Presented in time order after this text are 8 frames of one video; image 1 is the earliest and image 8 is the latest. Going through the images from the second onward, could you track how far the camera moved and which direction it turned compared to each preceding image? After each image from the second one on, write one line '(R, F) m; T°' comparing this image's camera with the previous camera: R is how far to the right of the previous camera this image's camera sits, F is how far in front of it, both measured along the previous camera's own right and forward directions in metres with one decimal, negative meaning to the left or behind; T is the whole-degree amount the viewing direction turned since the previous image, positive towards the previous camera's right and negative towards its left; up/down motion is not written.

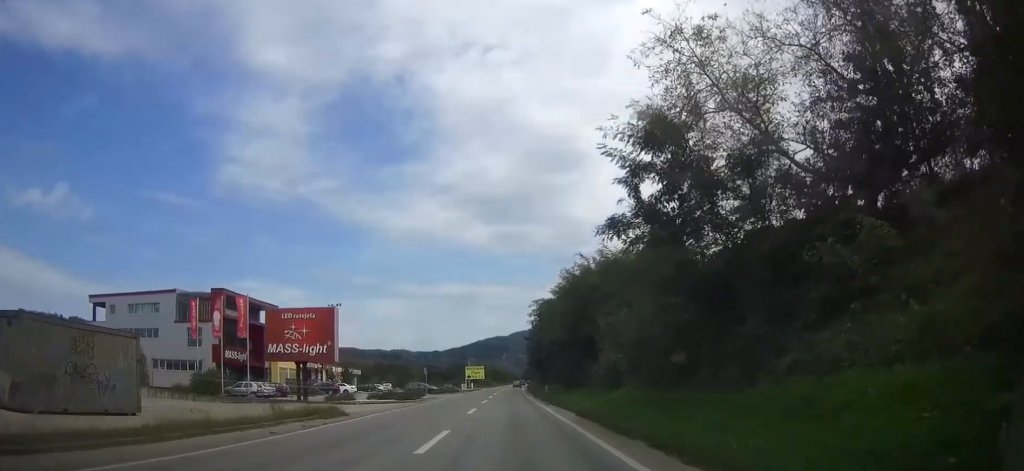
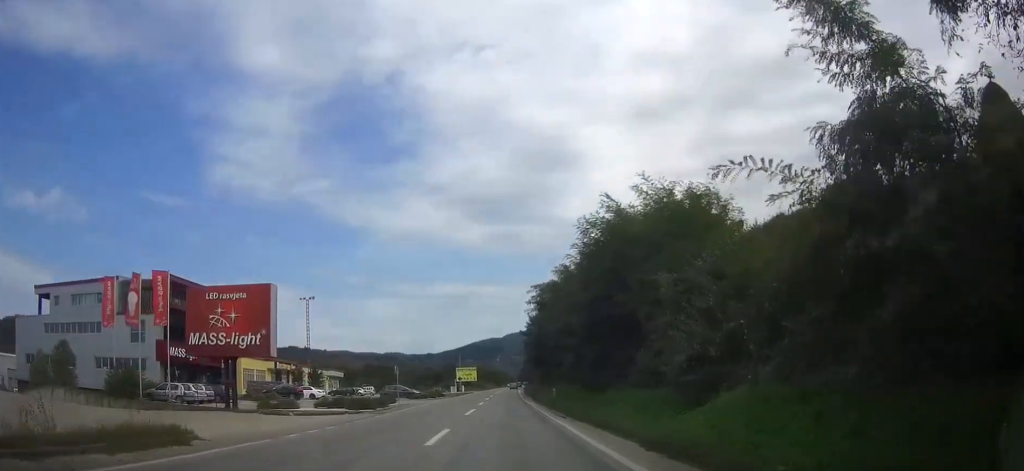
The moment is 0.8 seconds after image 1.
(-0.1, +12.4) m; 0°
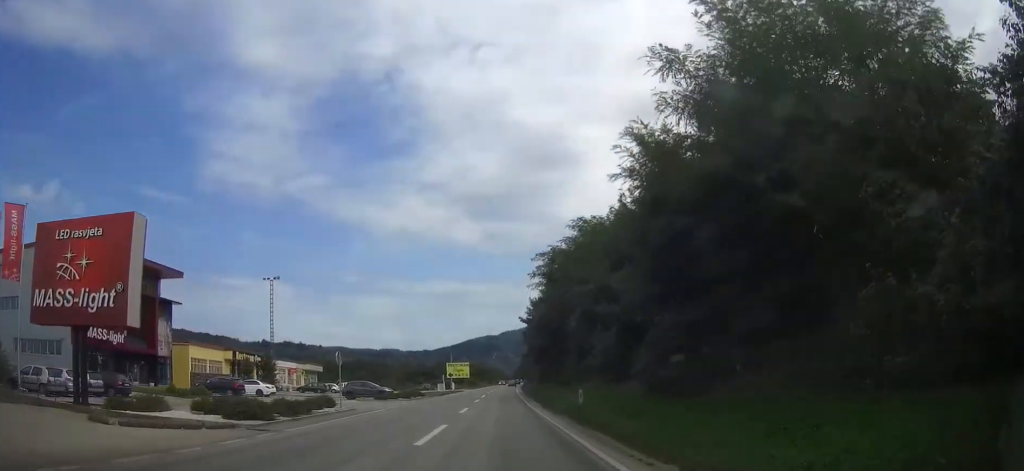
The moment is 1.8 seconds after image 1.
(+0.1, +13.8) m; +1°
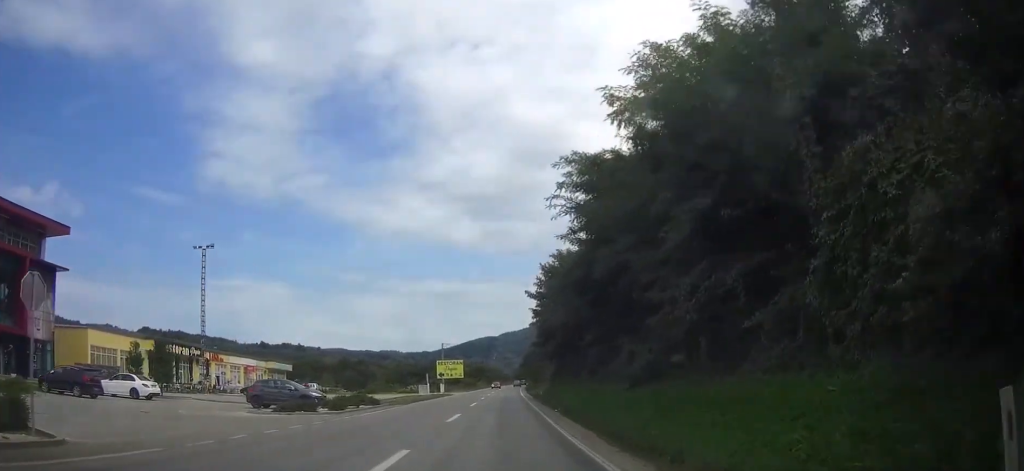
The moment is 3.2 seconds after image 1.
(+0.1, +17.9) m; 0°
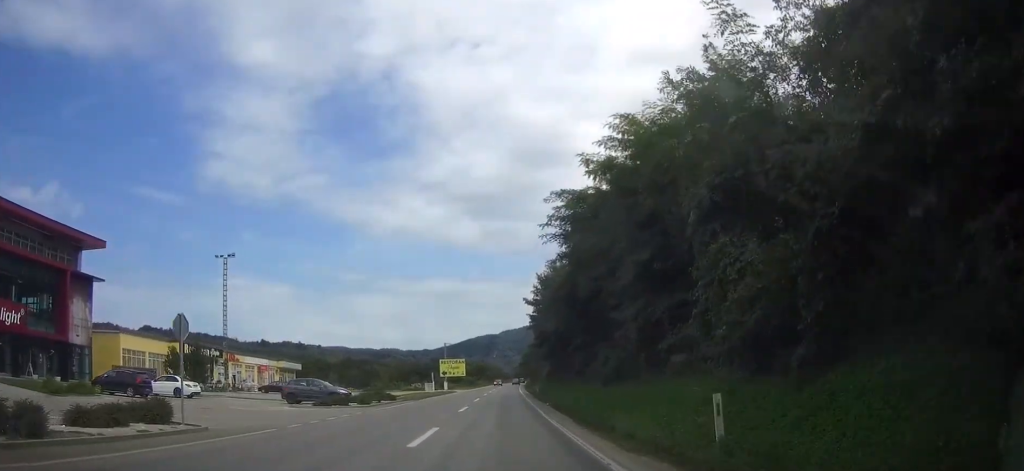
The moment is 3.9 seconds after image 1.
(0.0, +9.5) m; 0°
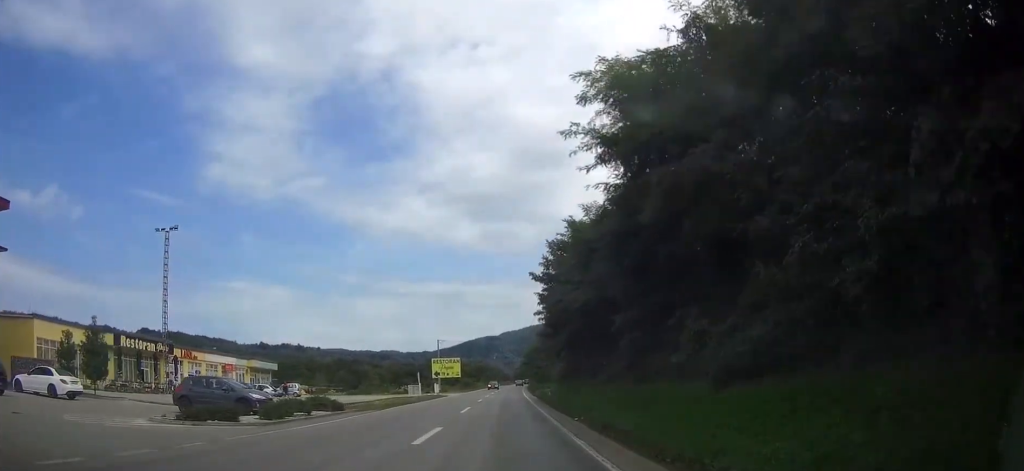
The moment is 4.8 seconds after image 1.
(0.0, +12.4) m; 0°
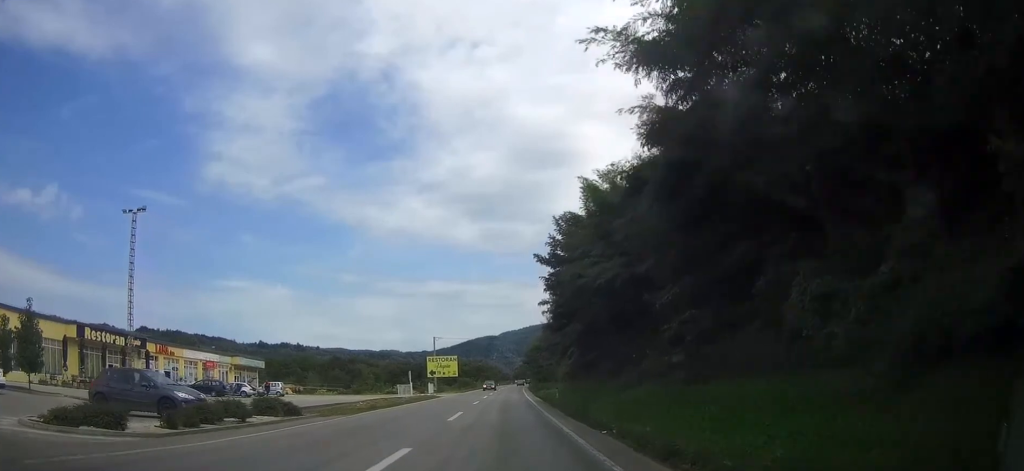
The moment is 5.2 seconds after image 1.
(0.0, +5.7) m; 0°
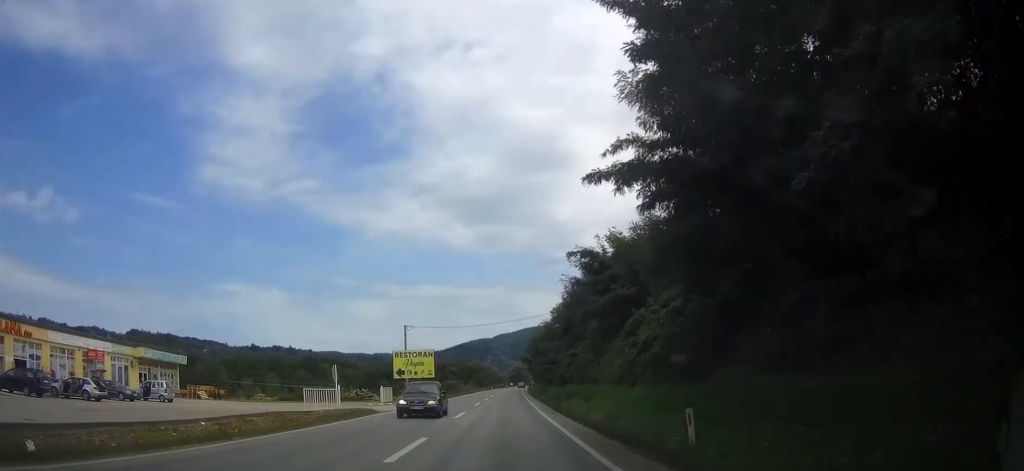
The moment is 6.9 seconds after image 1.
(+0.1, +25.4) m; 0°
